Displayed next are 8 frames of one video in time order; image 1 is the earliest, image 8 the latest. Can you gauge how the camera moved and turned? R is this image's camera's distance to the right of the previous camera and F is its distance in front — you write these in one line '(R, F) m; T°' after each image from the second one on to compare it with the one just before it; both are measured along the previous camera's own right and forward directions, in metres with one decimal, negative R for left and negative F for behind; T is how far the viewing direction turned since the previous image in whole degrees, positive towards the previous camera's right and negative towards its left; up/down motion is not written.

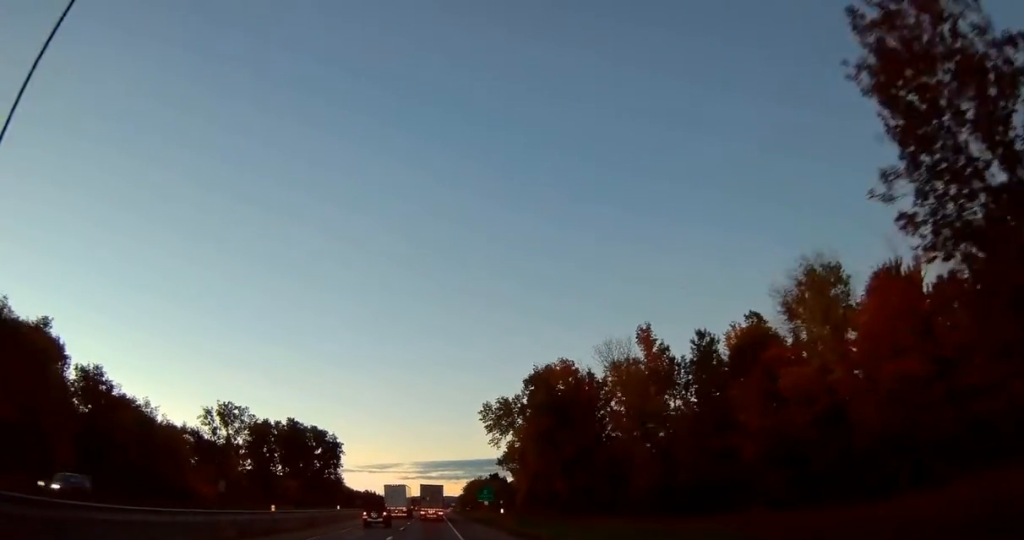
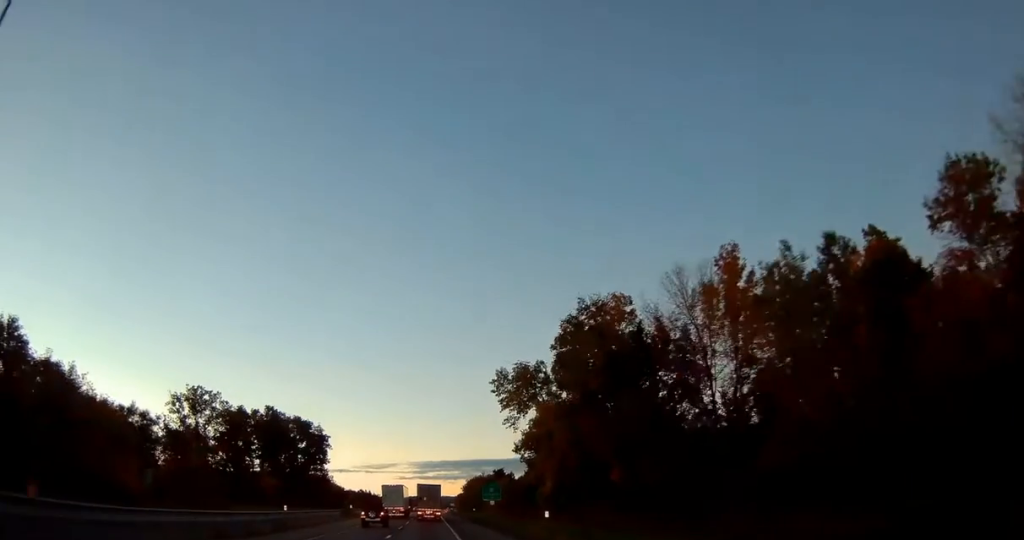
(+0.1, +22.0) m; 0°
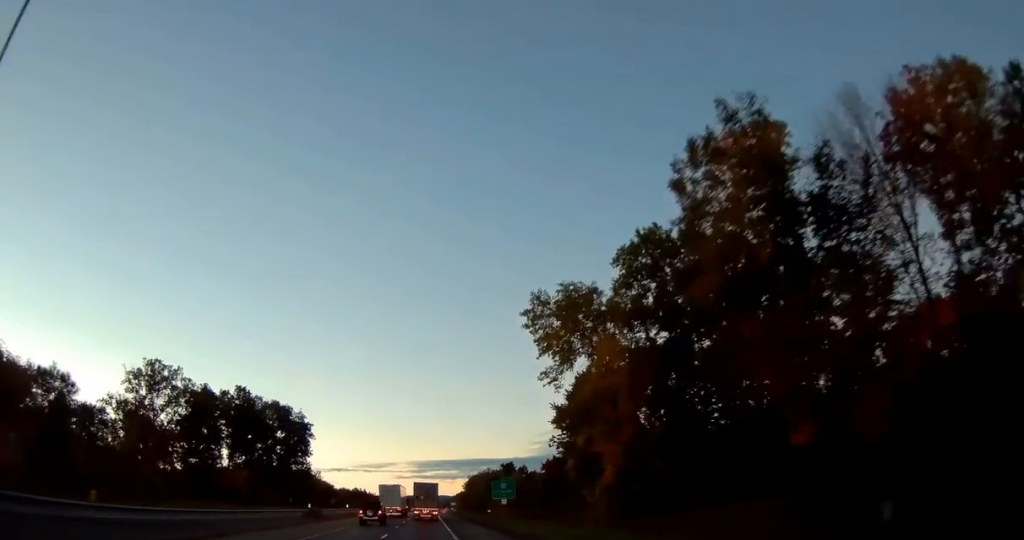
(0.0, +25.4) m; 0°
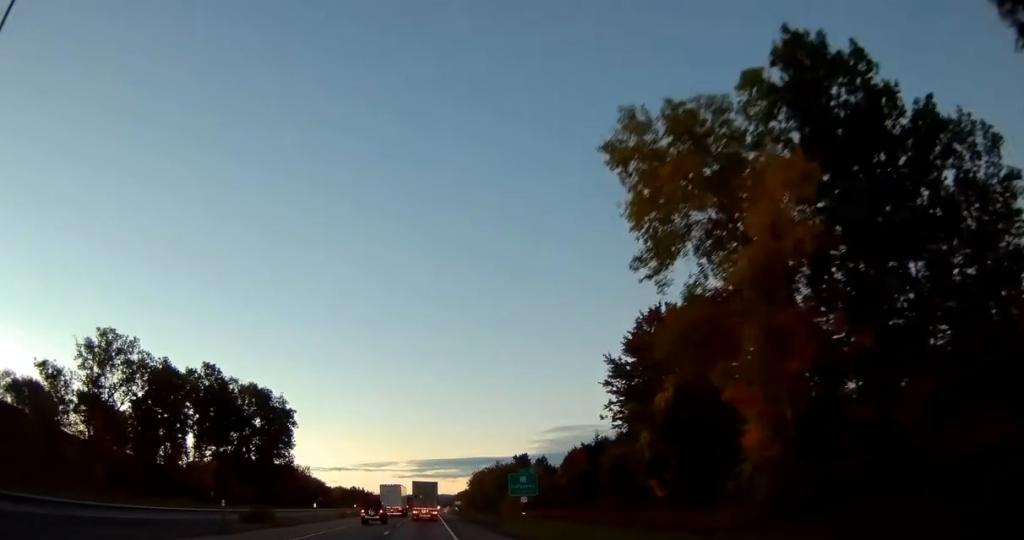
(-0.1, +21.8) m; 0°
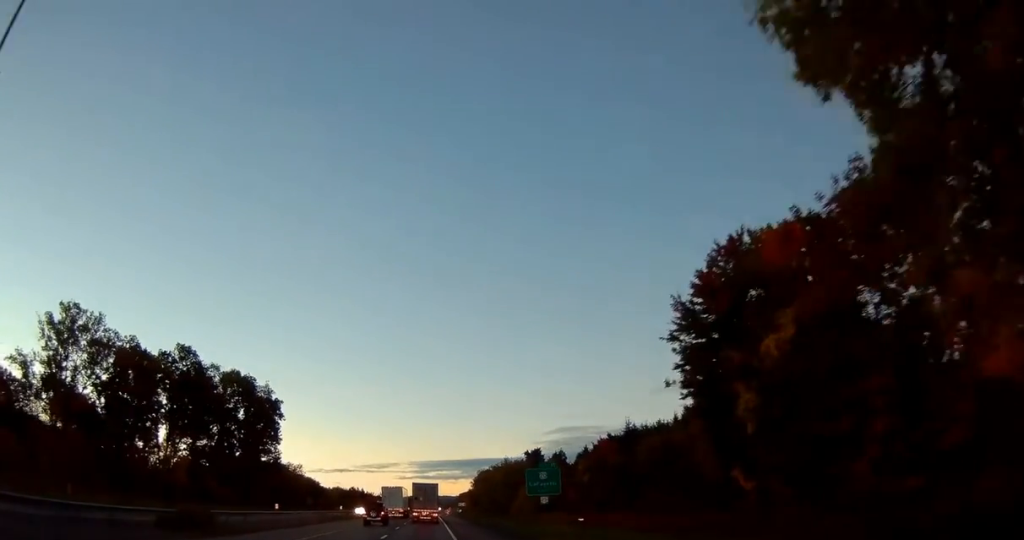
(0.0, +13.7) m; 0°
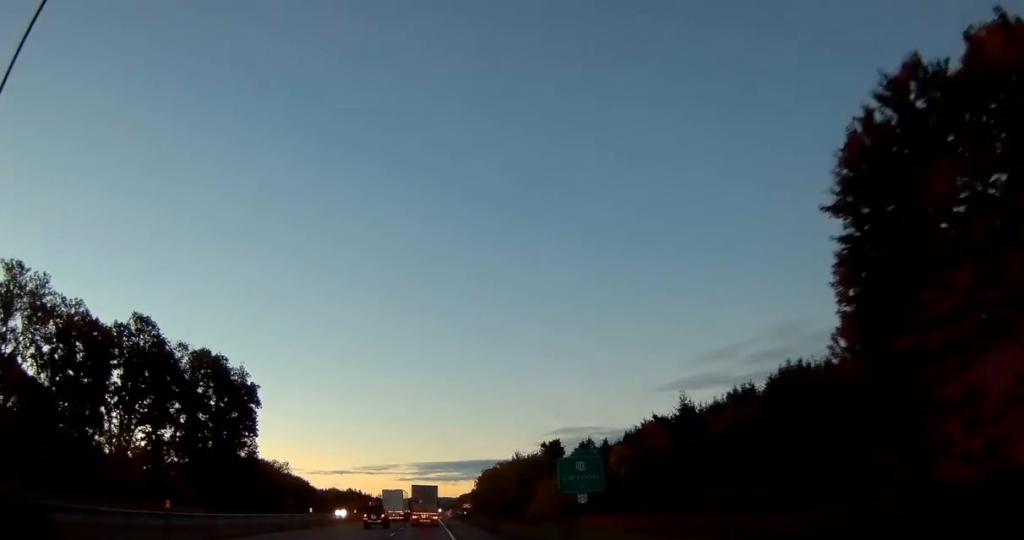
(0.0, +18.2) m; 0°
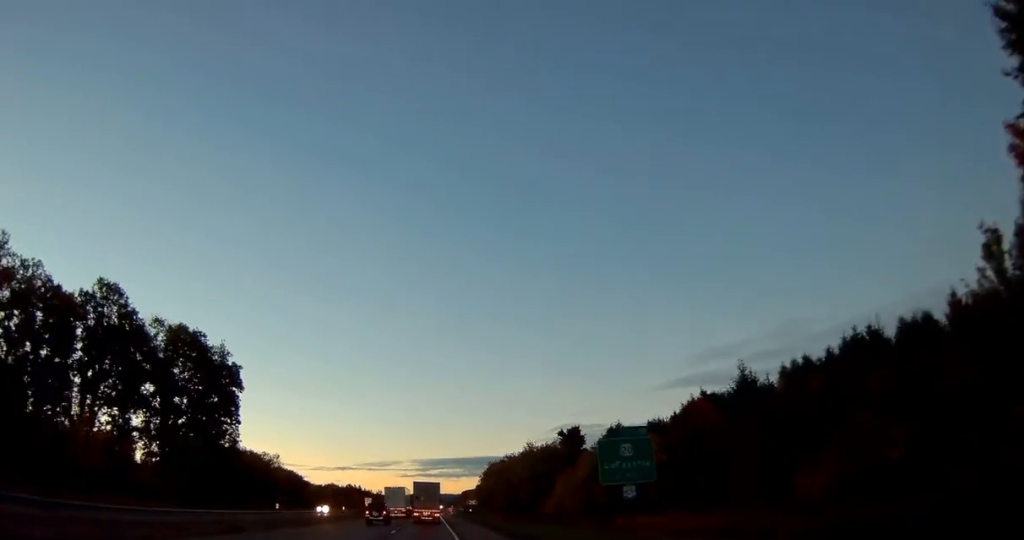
(0.0, +12.4) m; 0°
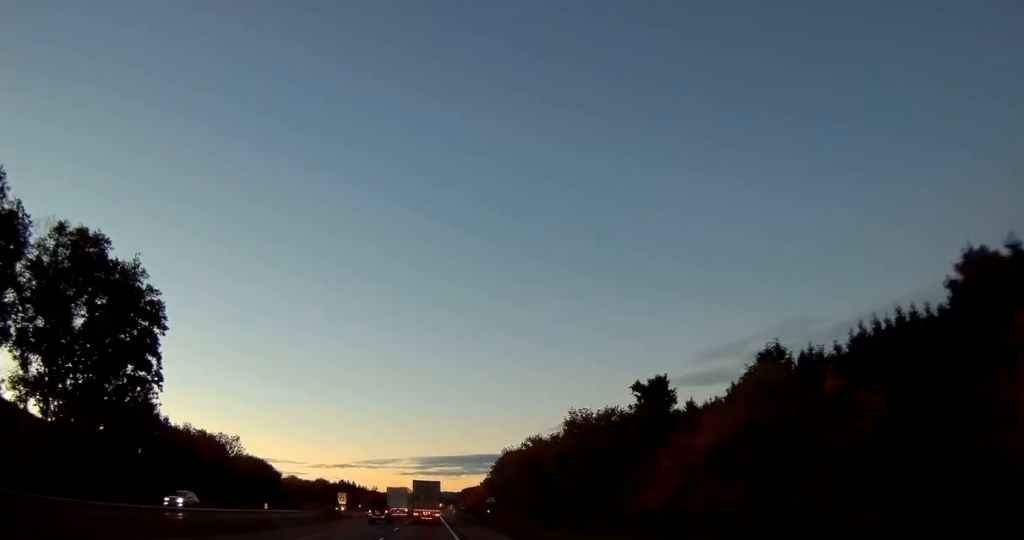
(-0.1, +33.5) m; 0°
